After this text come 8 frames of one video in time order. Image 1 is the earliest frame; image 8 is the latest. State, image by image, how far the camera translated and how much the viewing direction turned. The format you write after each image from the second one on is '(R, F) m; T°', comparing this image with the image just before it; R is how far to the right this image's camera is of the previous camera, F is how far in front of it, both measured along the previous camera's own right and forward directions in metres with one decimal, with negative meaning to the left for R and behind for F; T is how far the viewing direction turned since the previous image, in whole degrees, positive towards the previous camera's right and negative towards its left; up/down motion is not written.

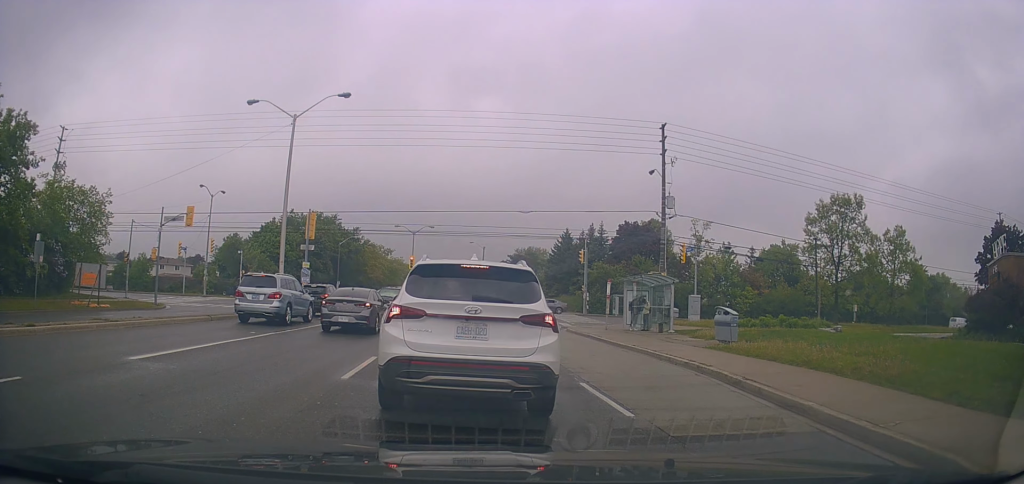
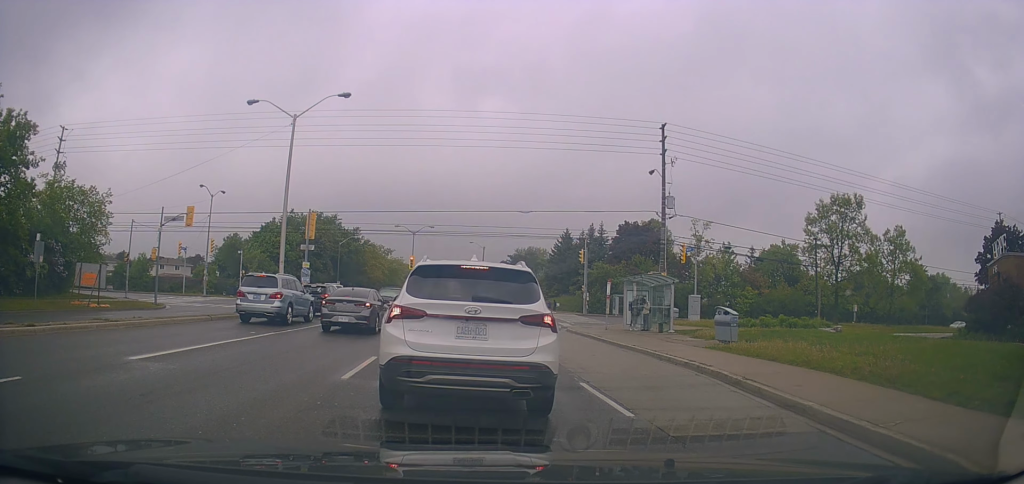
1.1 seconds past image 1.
(0.0, 0.0) m; 0°
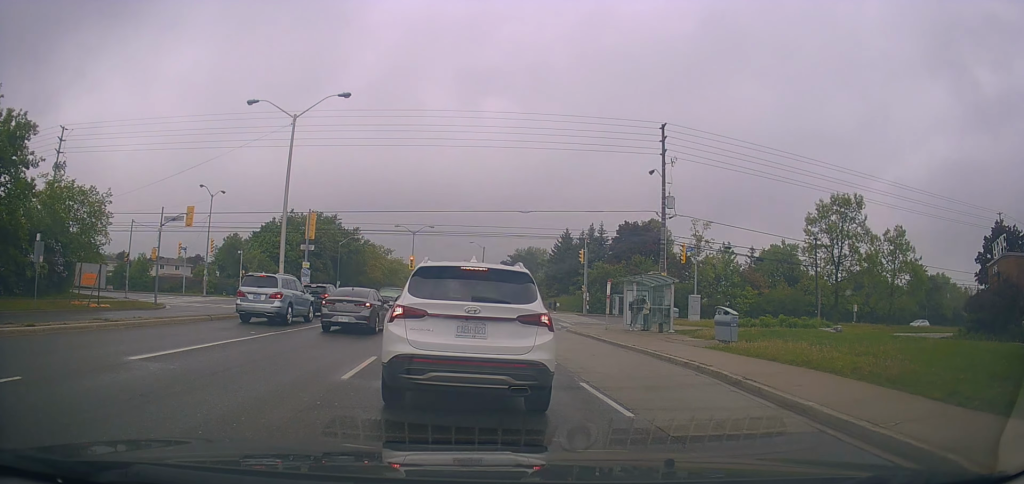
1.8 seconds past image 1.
(0.0, 0.0) m; 0°
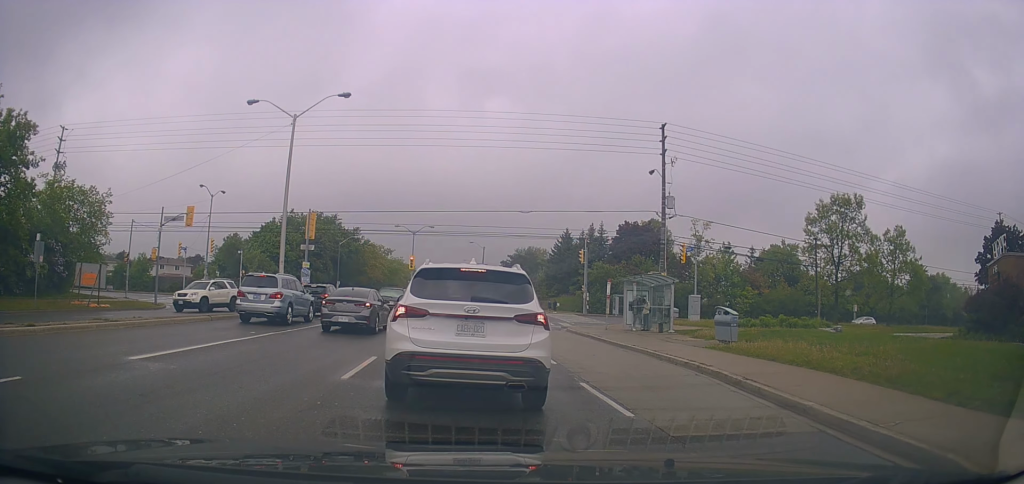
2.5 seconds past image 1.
(0.0, 0.0) m; 0°
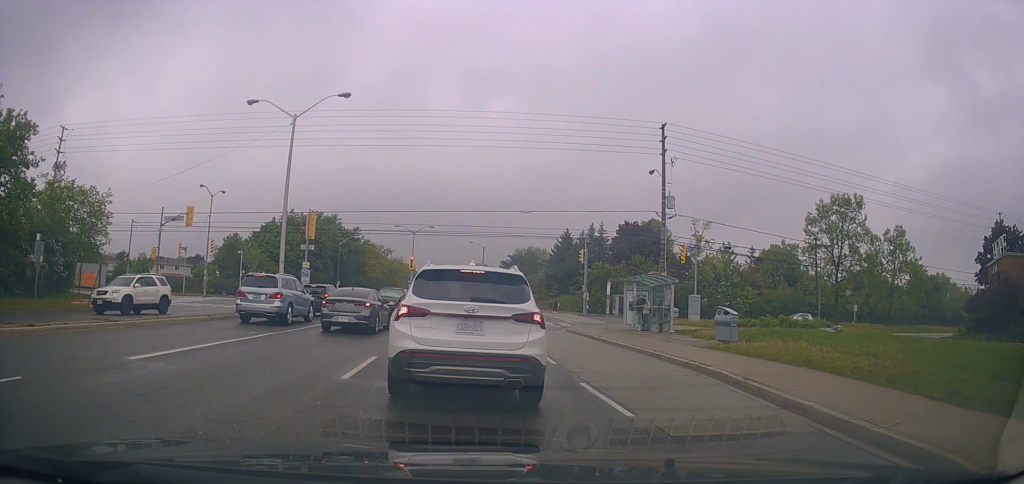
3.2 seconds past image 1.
(0.0, 0.0) m; 0°
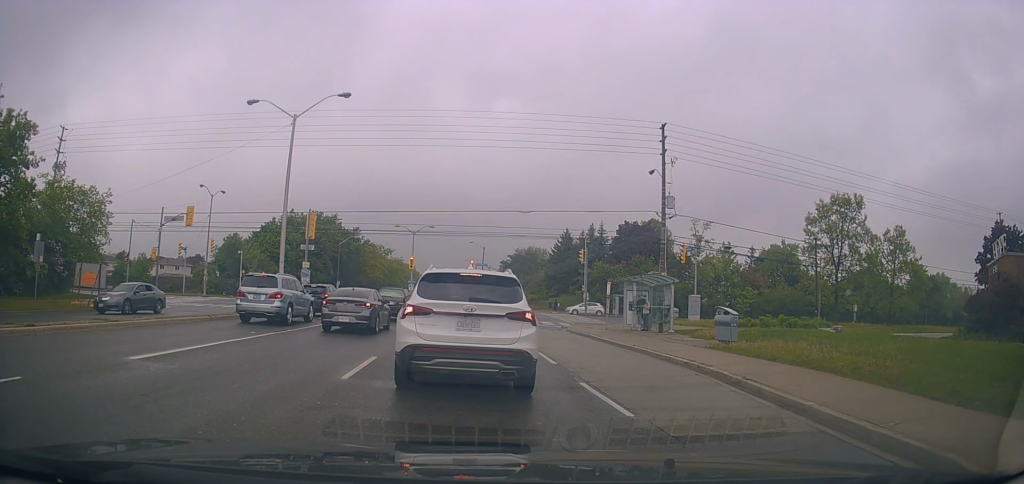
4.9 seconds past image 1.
(0.0, 0.0) m; 0°
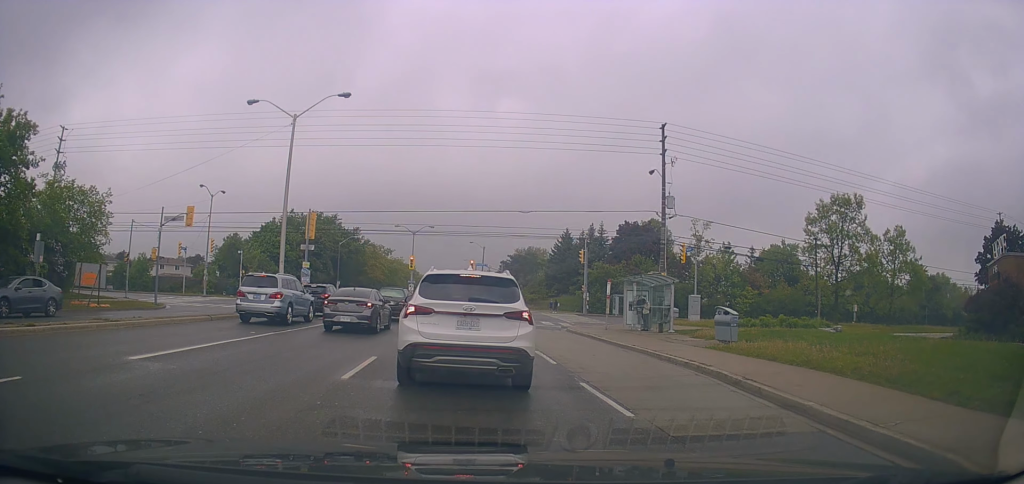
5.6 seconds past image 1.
(0.0, 0.0) m; 0°
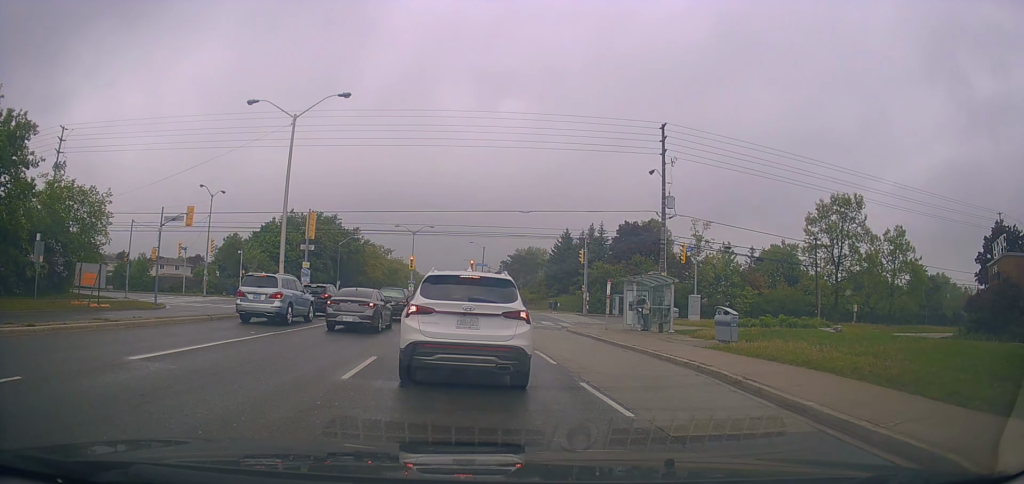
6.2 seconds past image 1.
(0.0, 0.0) m; 0°
